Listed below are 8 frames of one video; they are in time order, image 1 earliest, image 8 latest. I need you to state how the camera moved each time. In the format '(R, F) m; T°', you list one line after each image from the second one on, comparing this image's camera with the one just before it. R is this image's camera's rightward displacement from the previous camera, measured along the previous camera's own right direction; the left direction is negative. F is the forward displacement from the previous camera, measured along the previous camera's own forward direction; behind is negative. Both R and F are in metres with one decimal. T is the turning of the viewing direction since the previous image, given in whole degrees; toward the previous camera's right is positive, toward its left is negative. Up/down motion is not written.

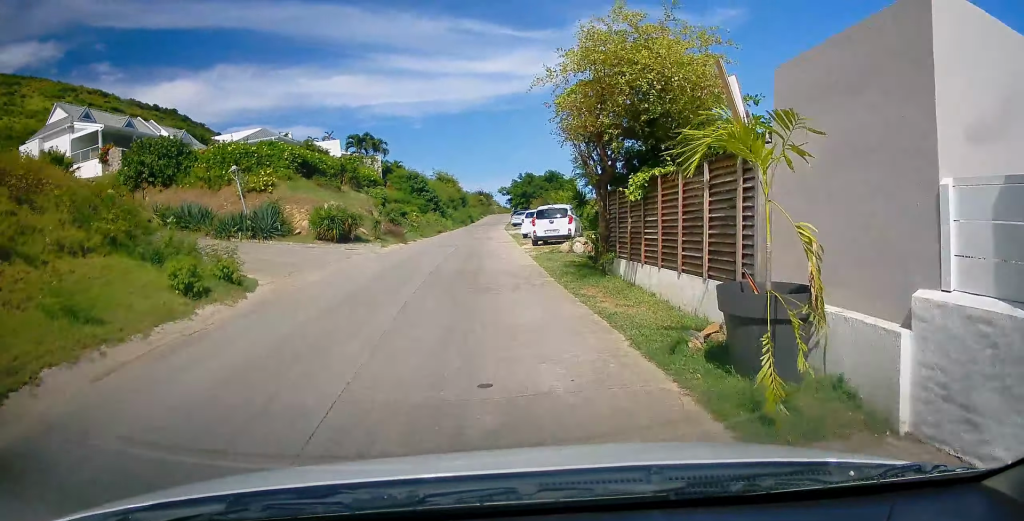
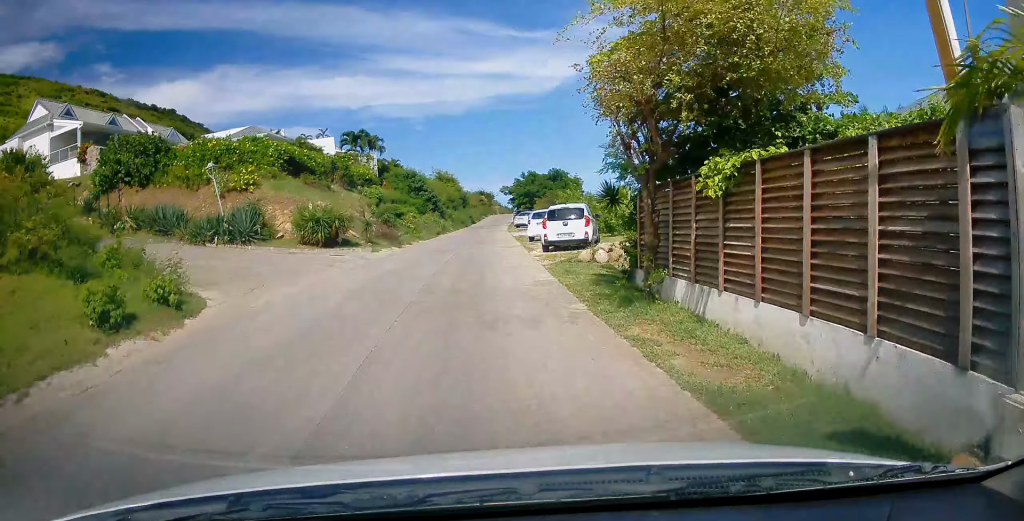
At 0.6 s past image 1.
(-0.3, +3.1) m; +2°
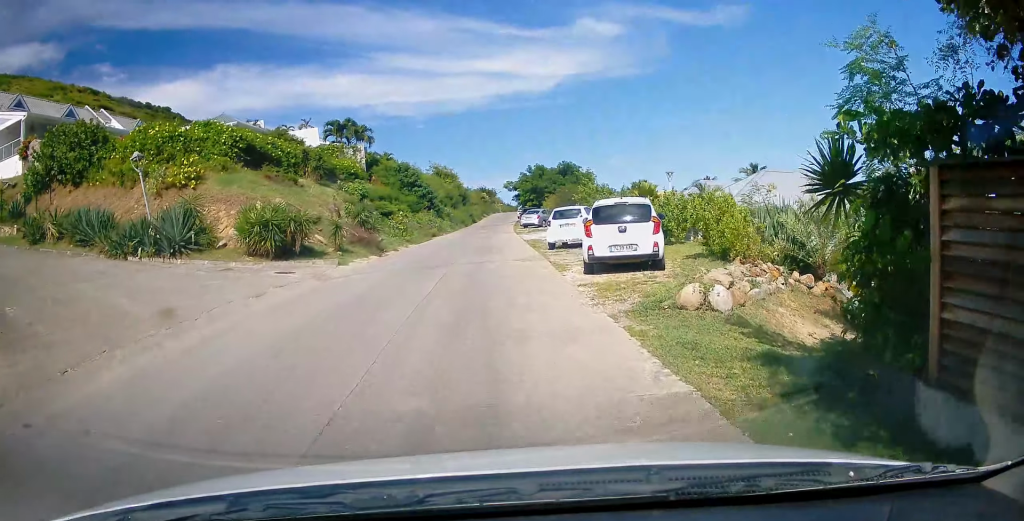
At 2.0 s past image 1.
(+1.0, +7.0) m; +2°
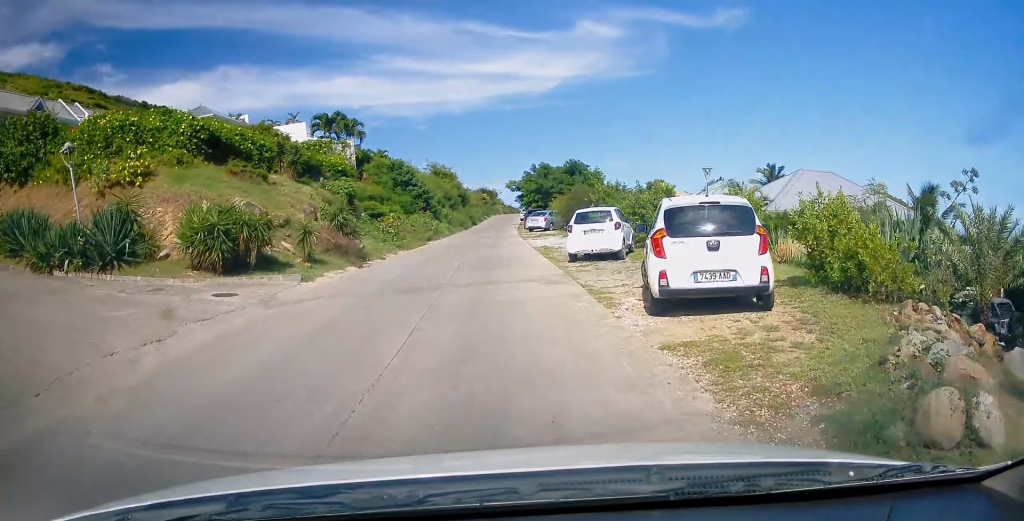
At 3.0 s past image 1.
(-0.3, +4.5) m; -5°
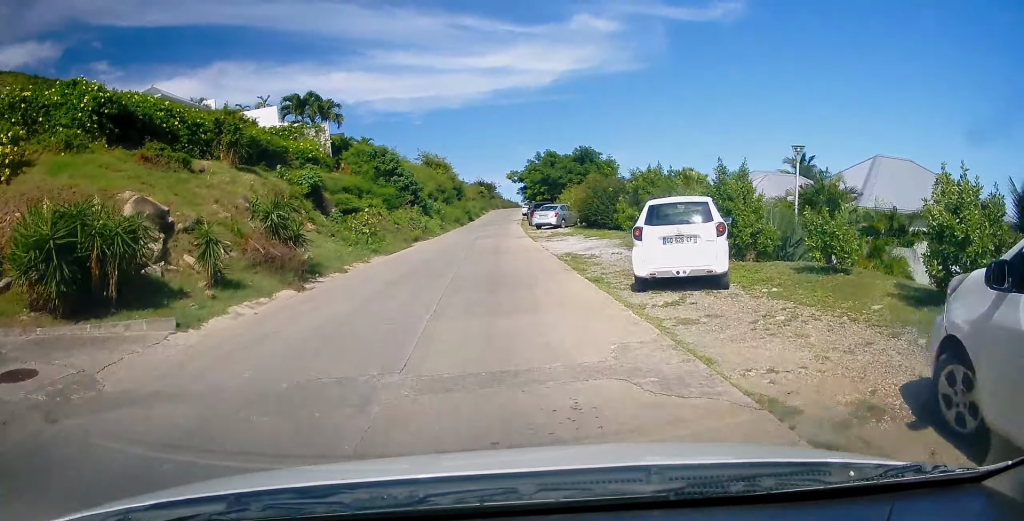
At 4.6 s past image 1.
(0.0, +7.1) m; +2°
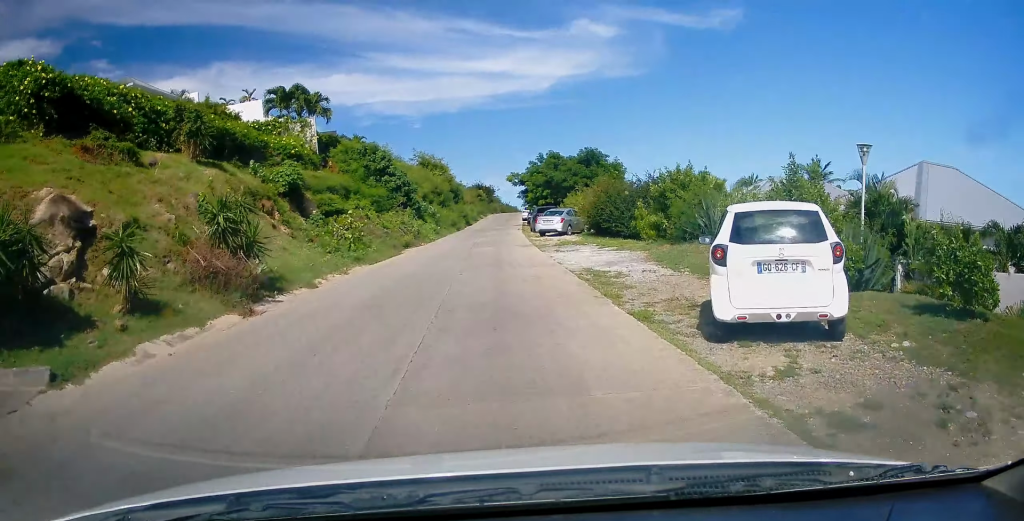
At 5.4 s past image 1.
(0.0, +3.3) m; +2°
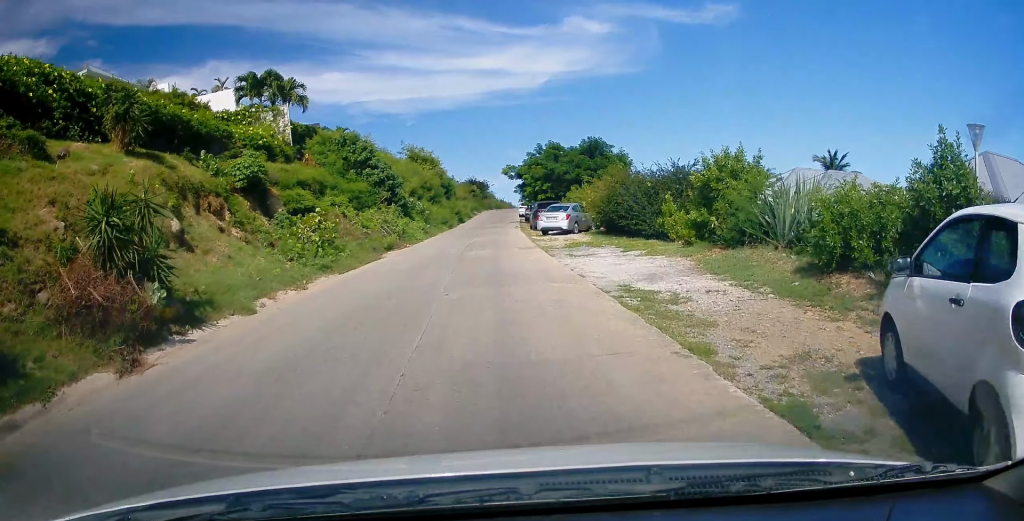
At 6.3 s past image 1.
(+0.2, +4.1) m; 0°
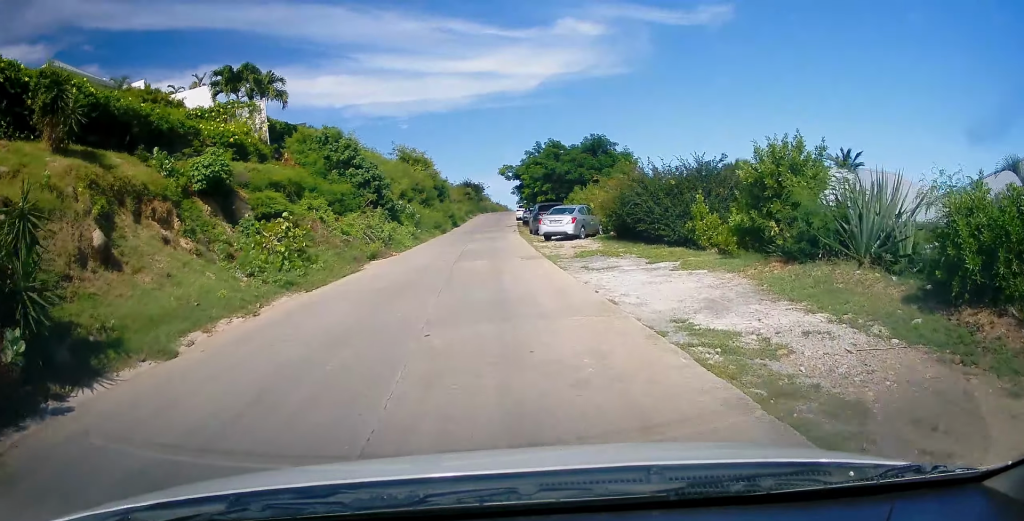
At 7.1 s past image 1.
(-0.1, +3.1) m; +2°
